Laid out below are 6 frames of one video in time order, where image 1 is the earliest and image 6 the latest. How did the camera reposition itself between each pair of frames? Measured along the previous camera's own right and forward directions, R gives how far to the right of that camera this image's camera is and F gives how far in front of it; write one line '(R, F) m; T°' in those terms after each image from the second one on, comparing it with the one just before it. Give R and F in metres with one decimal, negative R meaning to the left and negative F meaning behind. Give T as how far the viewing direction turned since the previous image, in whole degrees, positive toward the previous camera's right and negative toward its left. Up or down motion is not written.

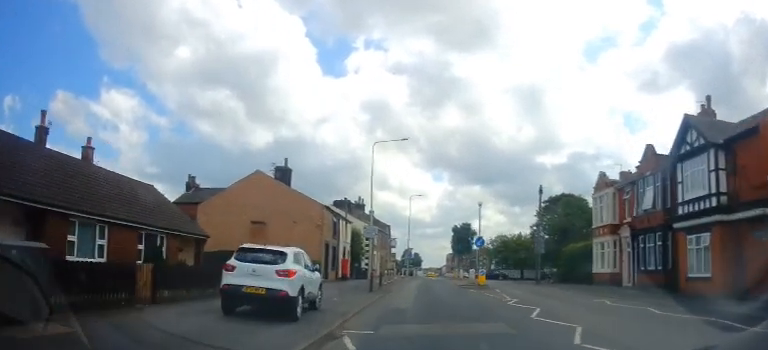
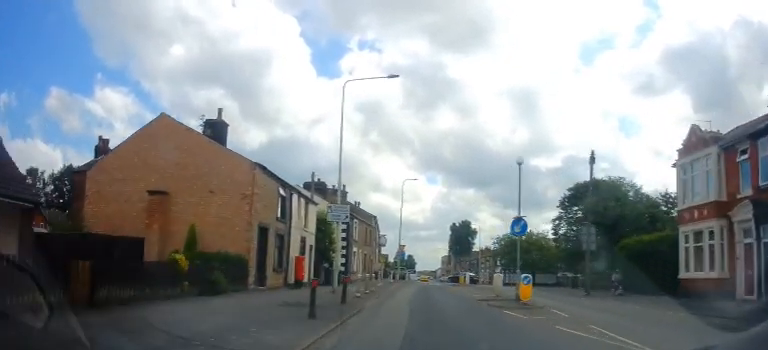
(-0.1, +12.3) m; -1°
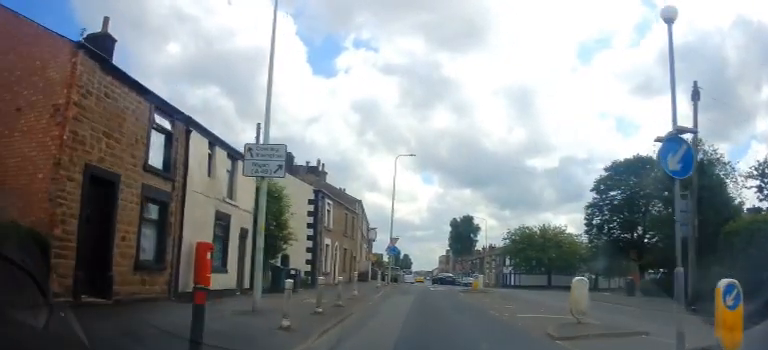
(-0.1, +10.7) m; -1°
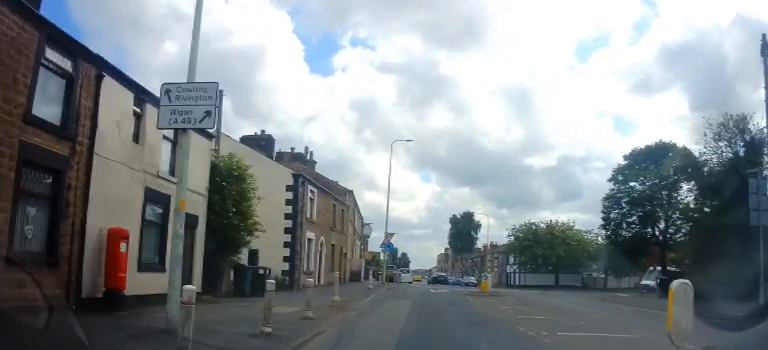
(0.0, +4.1) m; +1°
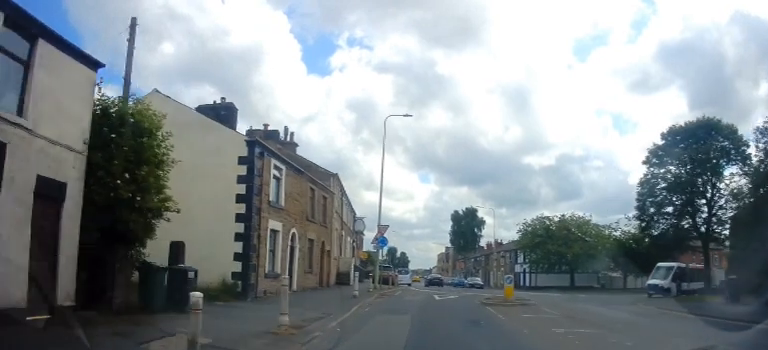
(0.0, +5.9) m; +2°
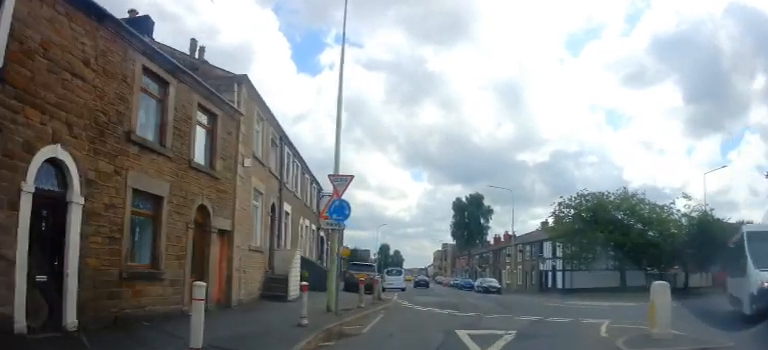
(+0.3, +14.9) m; 0°
